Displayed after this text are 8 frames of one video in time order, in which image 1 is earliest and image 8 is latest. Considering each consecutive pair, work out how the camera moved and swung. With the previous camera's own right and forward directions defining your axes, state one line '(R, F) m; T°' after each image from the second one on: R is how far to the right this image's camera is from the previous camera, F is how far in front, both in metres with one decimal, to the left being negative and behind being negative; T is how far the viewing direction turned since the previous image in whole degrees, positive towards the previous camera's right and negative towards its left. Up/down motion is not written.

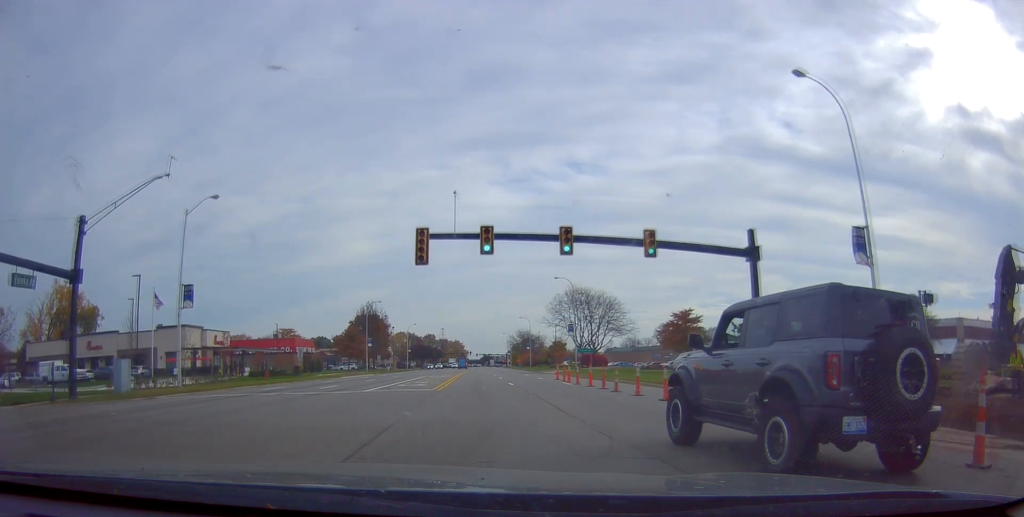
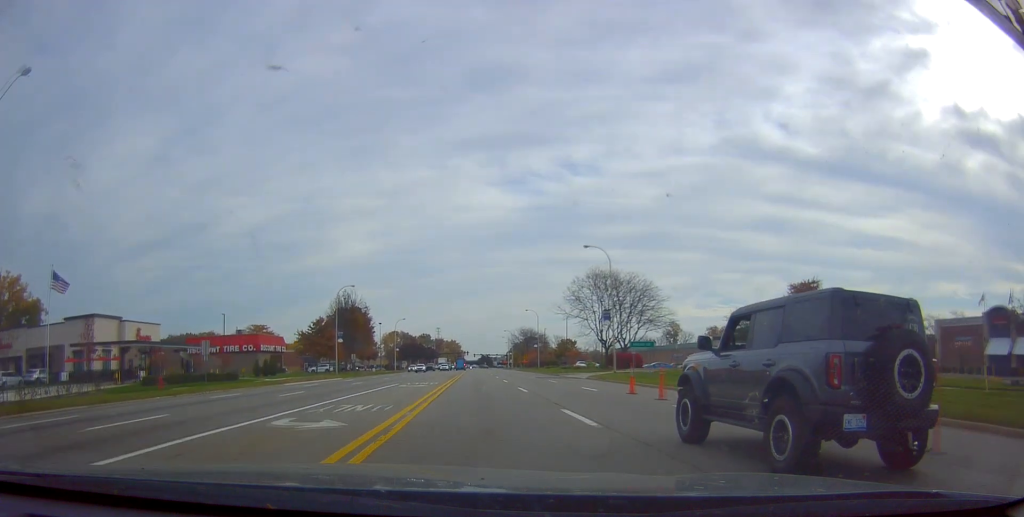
(0.0, +22.1) m; -1°
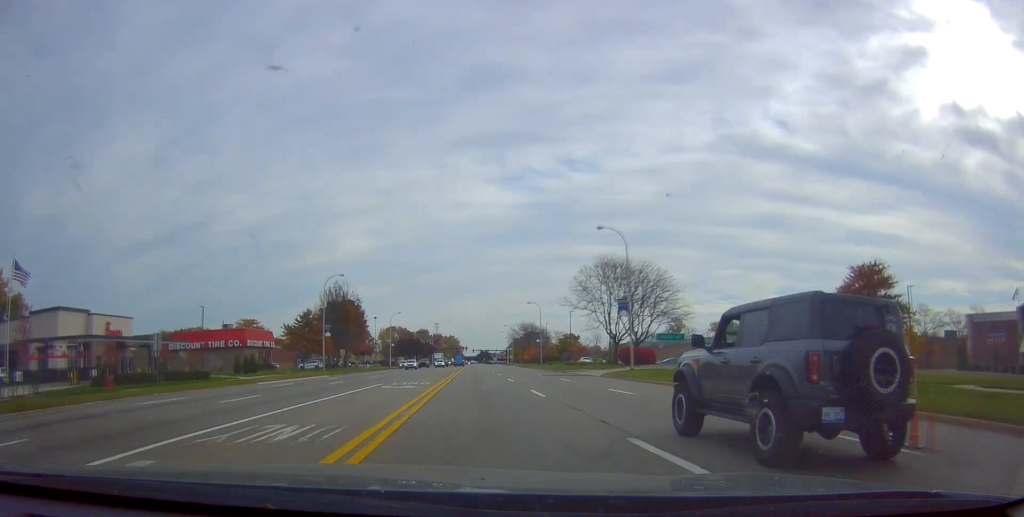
(+0.1, +6.4) m; -1°
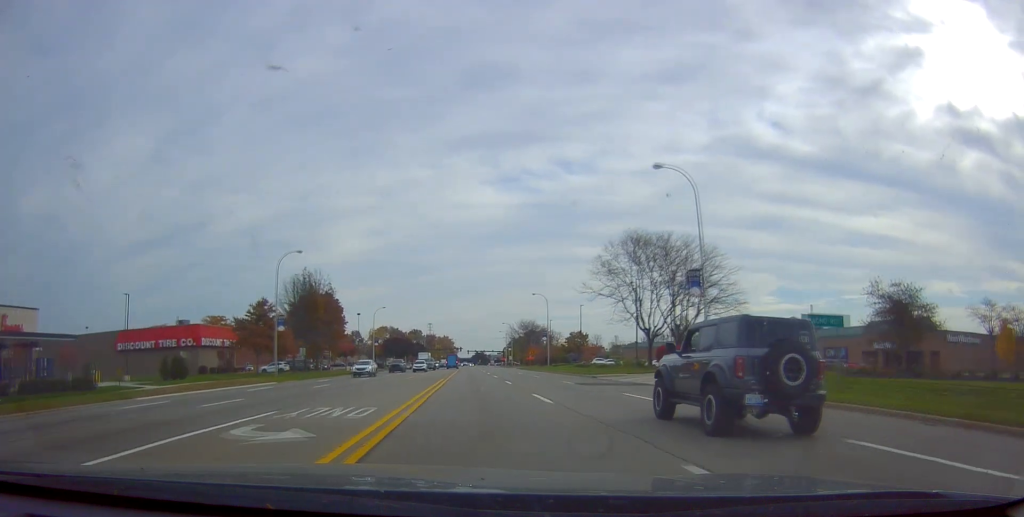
(-0.3, +17.7) m; +1°
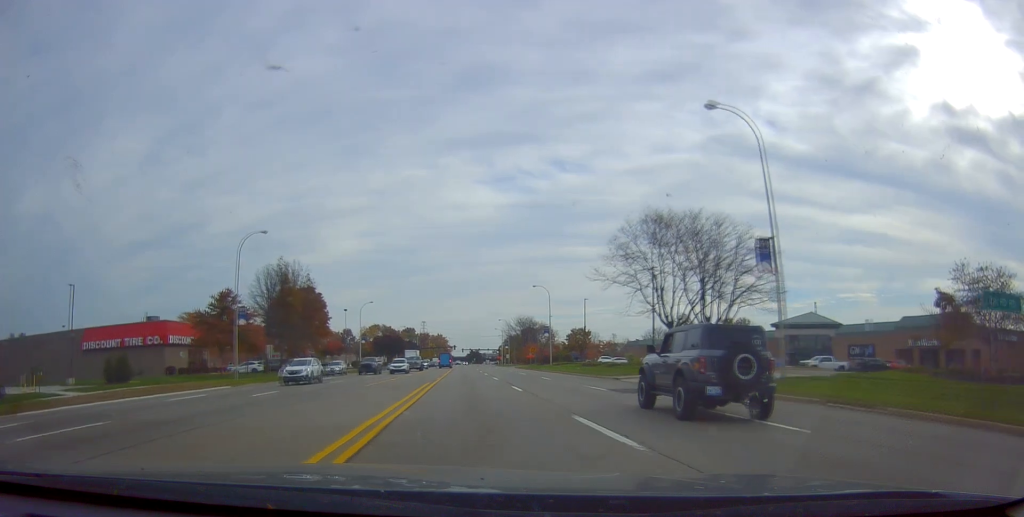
(+0.2, +9.2) m; +1°
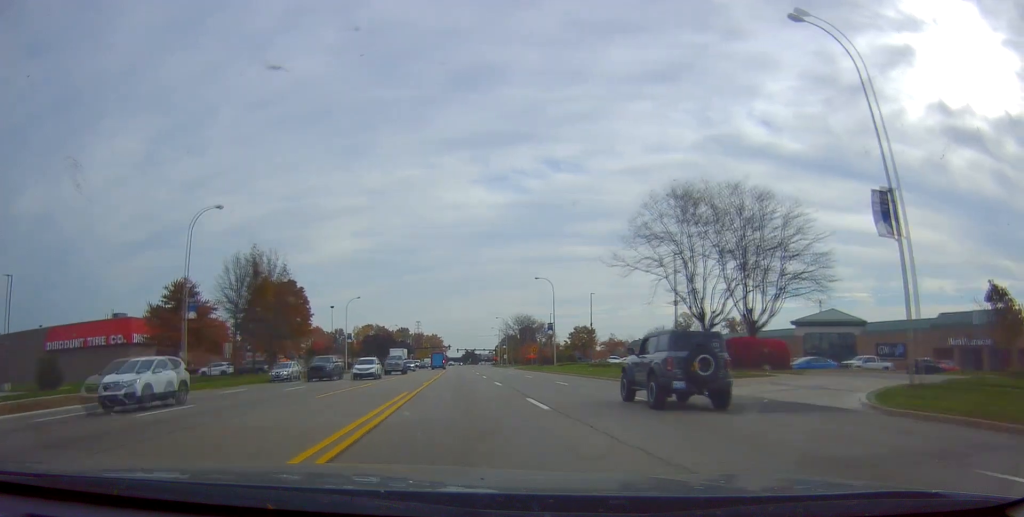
(0.0, +9.0) m; -1°
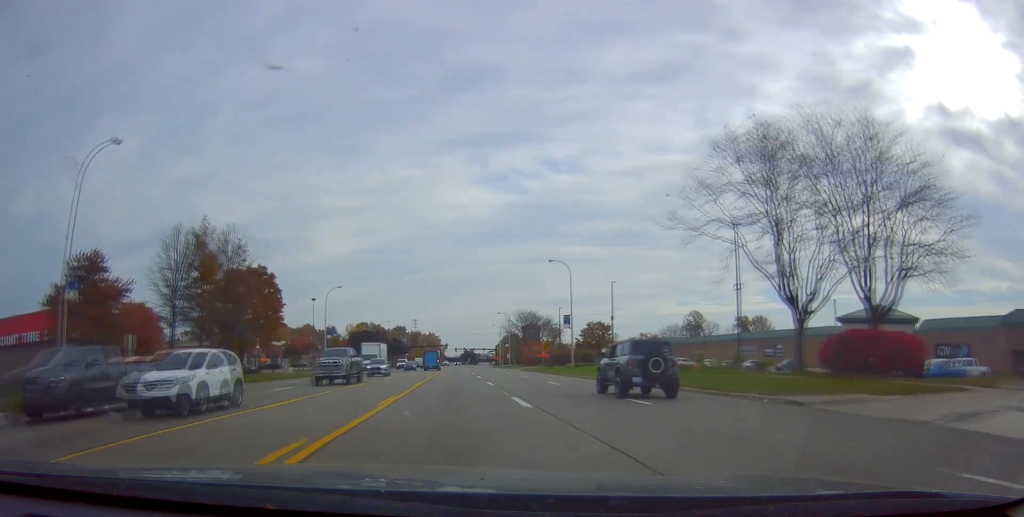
(-0.4, +14.5) m; -1°
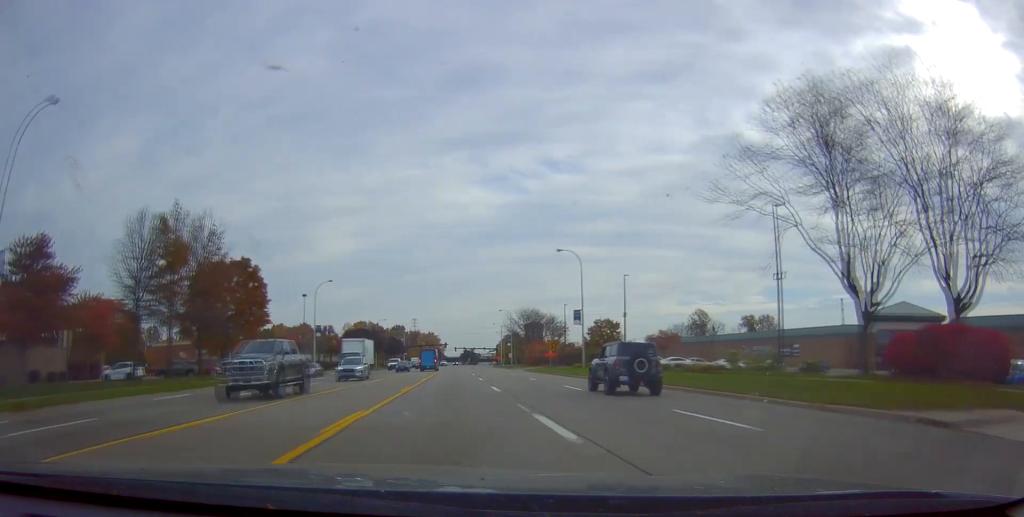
(-0.1, +6.4) m; 0°
